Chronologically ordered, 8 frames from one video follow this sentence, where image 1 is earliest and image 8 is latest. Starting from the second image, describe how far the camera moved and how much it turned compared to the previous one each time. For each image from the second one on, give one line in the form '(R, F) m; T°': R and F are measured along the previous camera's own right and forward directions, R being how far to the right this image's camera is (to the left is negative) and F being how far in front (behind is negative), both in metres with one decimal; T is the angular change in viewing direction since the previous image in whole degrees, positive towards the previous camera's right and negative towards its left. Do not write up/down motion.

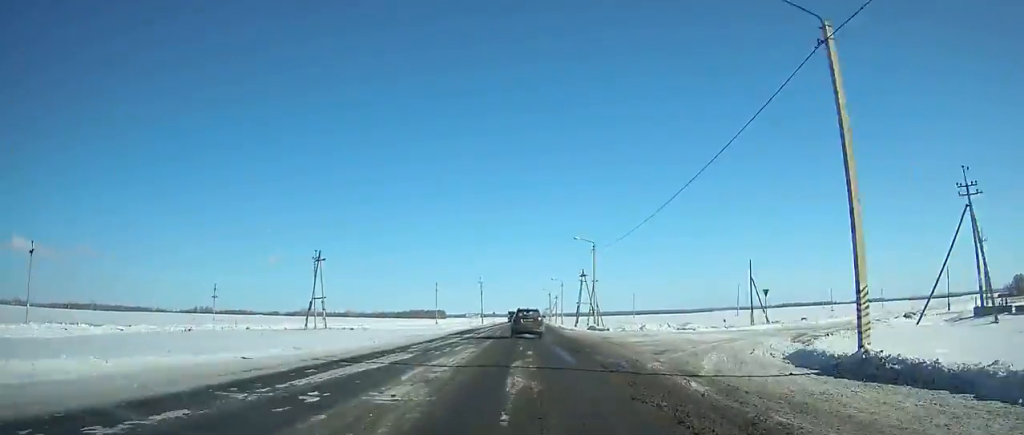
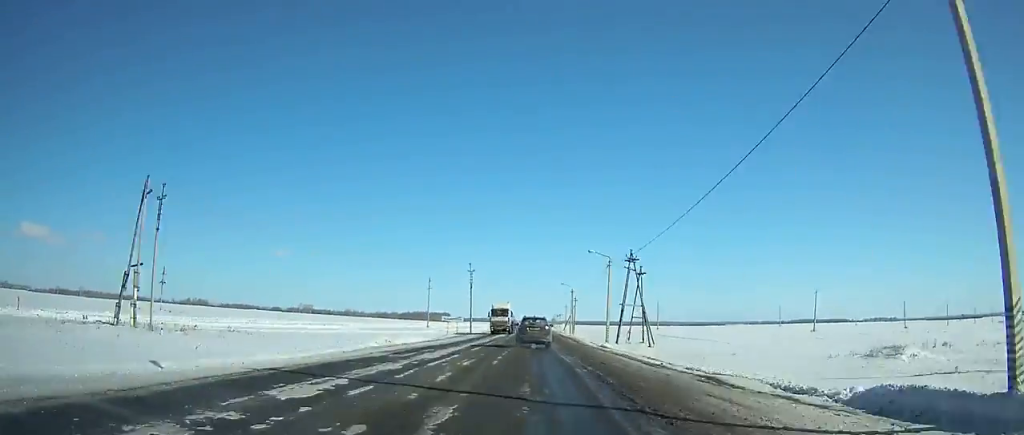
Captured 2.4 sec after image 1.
(+0.1, +45.2) m; 0°
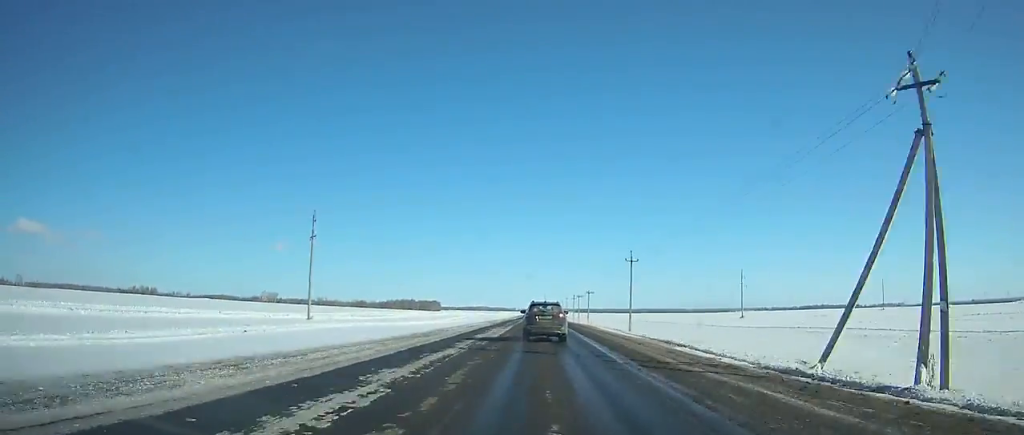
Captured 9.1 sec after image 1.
(+0.1, +129.4) m; +1°
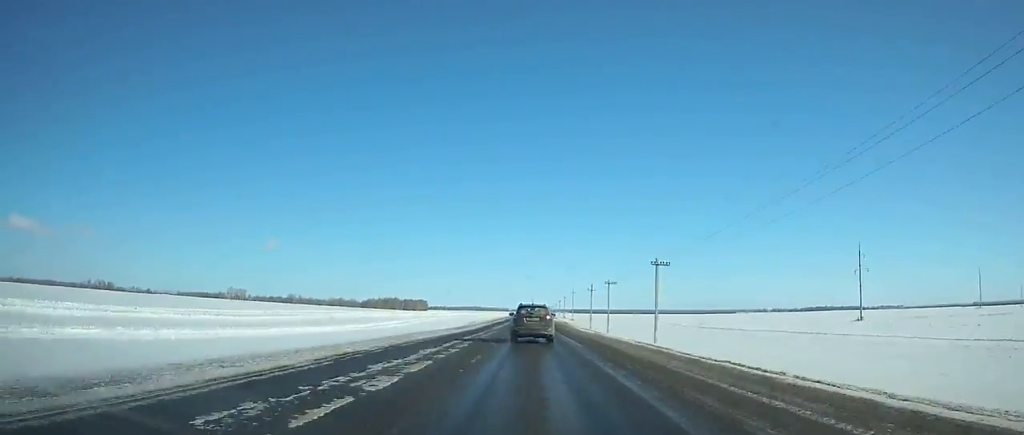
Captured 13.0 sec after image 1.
(+0.9, +76.9) m; +1°
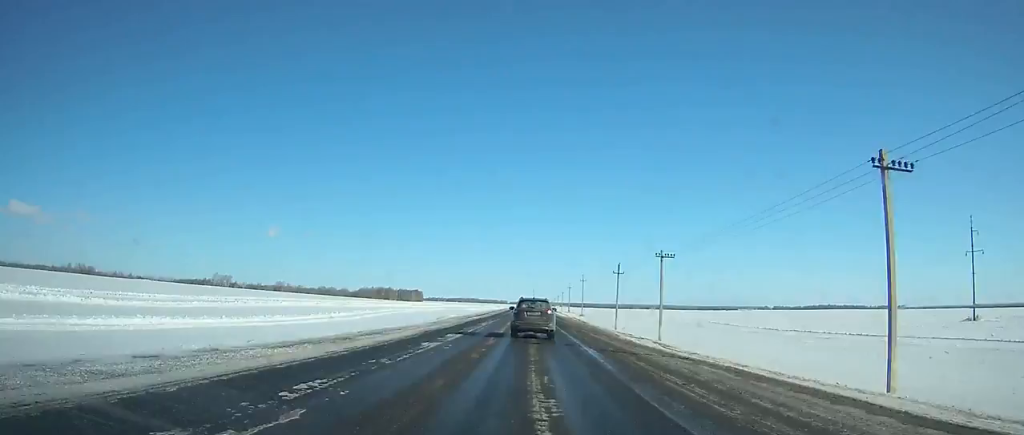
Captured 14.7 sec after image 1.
(0.0, +34.1) m; 0°
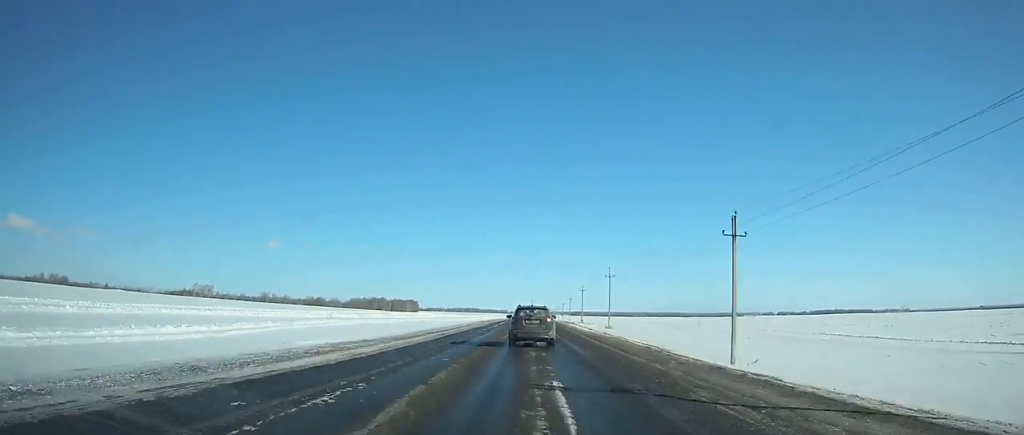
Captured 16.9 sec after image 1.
(0.0, +44.4) m; 0°
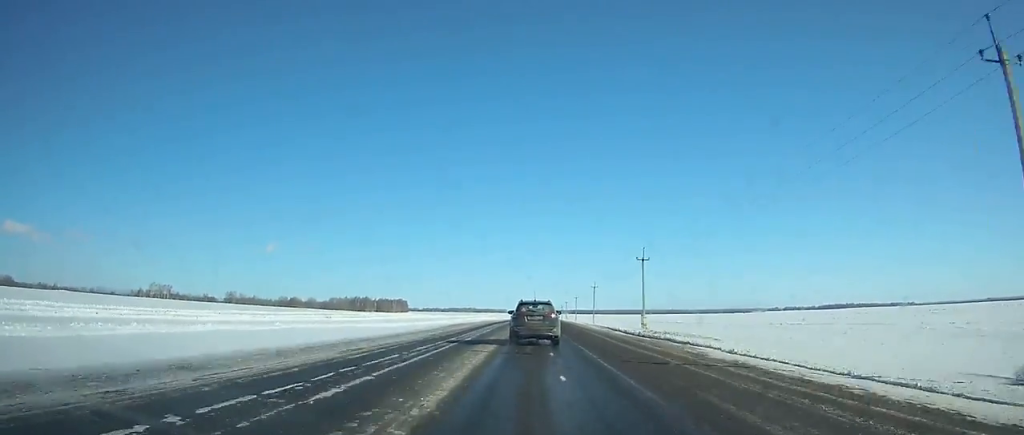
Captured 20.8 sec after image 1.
(+0.2, +79.5) m; 0°
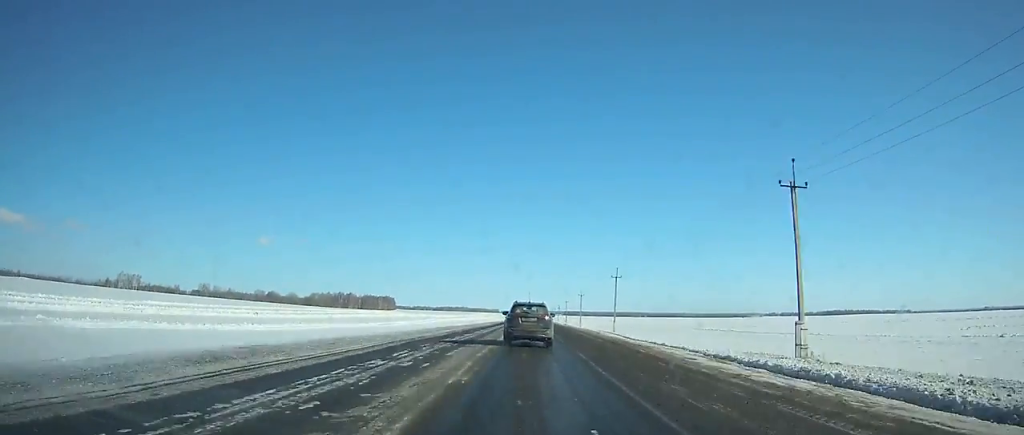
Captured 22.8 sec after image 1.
(0.0, +40.8) m; 0°
